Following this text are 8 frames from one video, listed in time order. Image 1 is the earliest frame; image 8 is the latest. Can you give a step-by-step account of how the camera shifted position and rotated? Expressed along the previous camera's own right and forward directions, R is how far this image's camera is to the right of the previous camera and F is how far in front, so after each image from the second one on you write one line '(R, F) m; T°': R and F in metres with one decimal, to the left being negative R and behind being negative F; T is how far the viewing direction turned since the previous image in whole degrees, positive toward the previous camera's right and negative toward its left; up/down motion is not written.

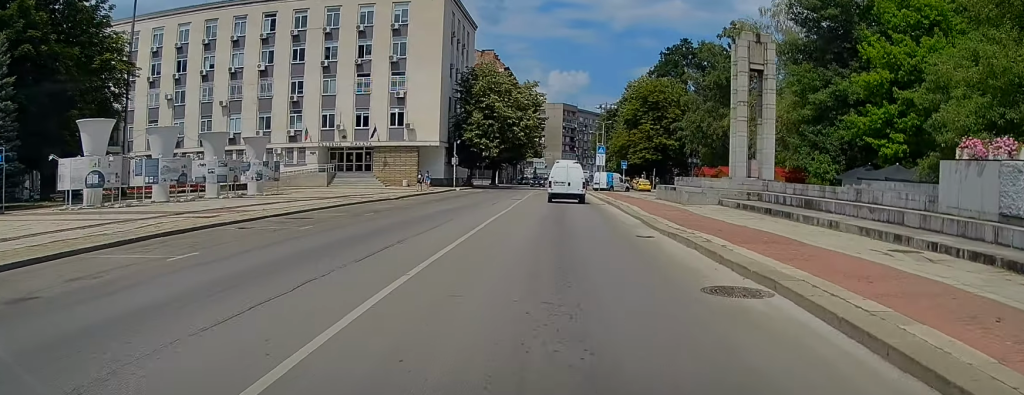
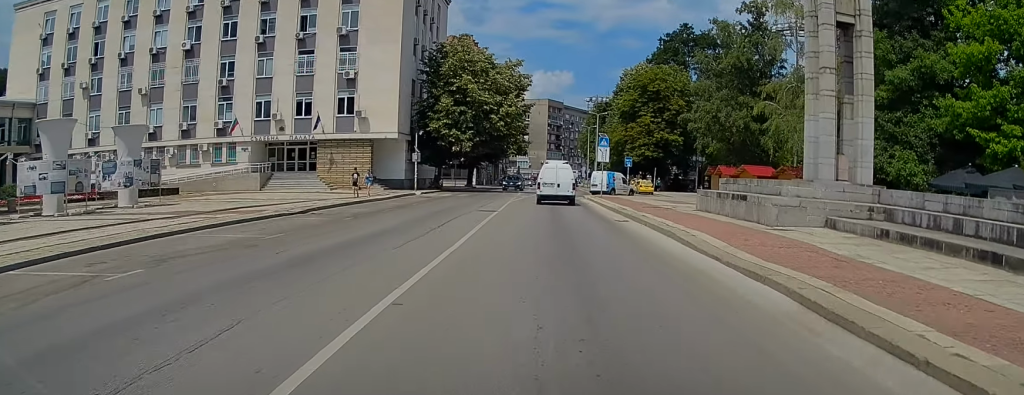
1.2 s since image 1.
(+0.4, +13.7) m; +2°
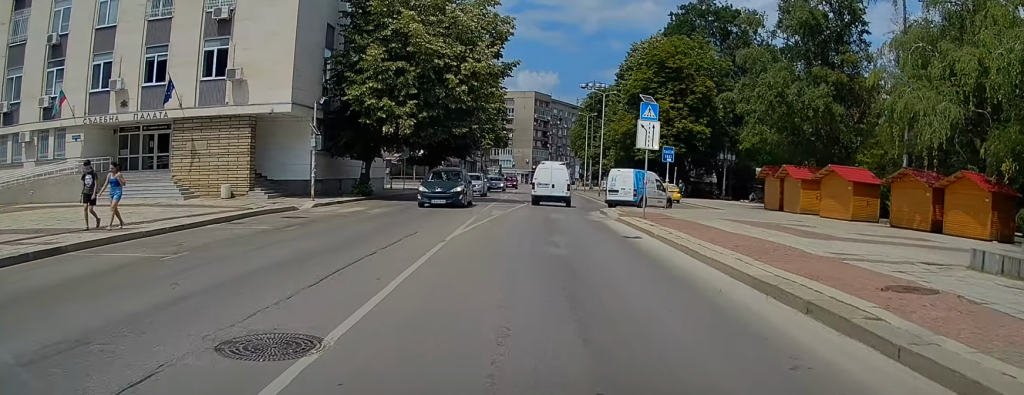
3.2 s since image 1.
(+0.6, +21.6) m; +3°
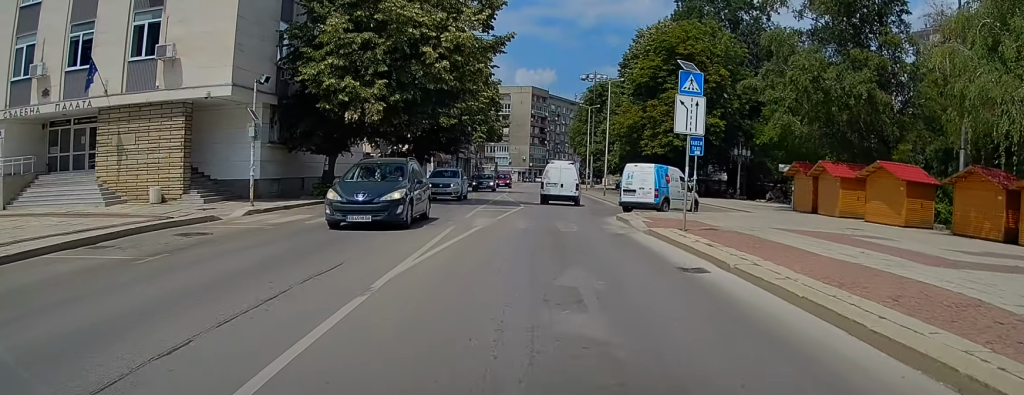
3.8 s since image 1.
(0.0, +6.4) m; 0°
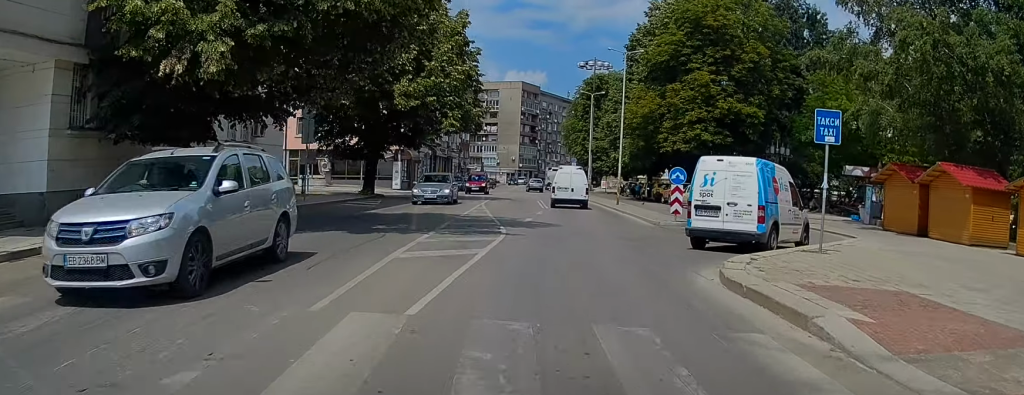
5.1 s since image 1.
(-0.1, +13.8) m; 0°
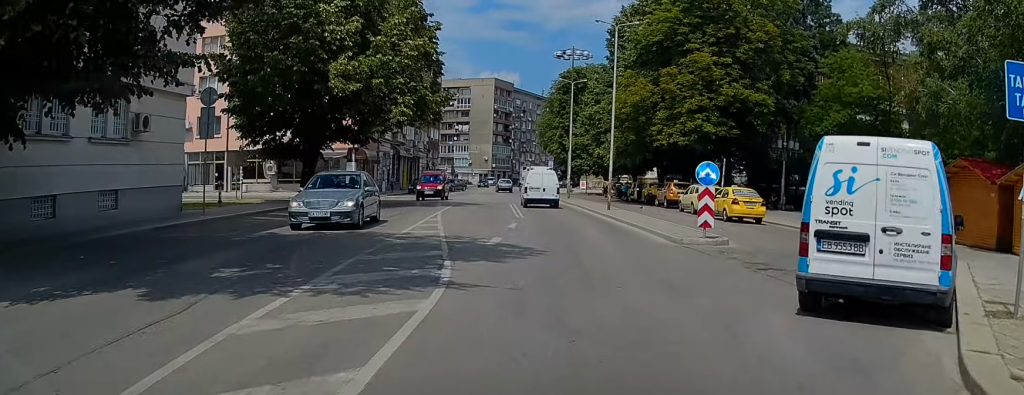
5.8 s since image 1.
(+0.1, +7.5) m; +1°
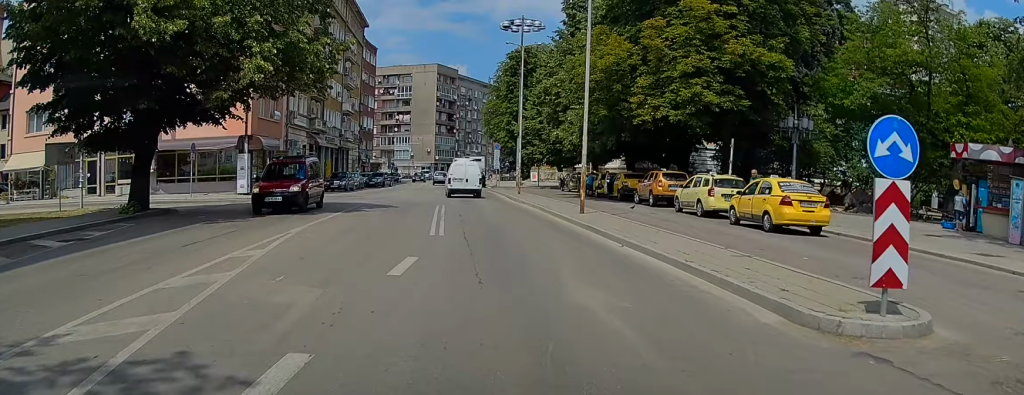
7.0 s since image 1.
(+0.2, +11.3) m; +2°
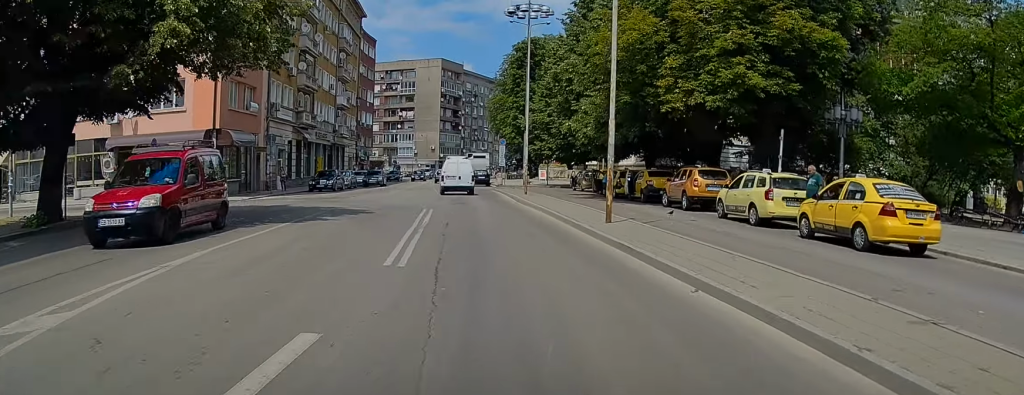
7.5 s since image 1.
(0.0, +5.3) m; 0°
